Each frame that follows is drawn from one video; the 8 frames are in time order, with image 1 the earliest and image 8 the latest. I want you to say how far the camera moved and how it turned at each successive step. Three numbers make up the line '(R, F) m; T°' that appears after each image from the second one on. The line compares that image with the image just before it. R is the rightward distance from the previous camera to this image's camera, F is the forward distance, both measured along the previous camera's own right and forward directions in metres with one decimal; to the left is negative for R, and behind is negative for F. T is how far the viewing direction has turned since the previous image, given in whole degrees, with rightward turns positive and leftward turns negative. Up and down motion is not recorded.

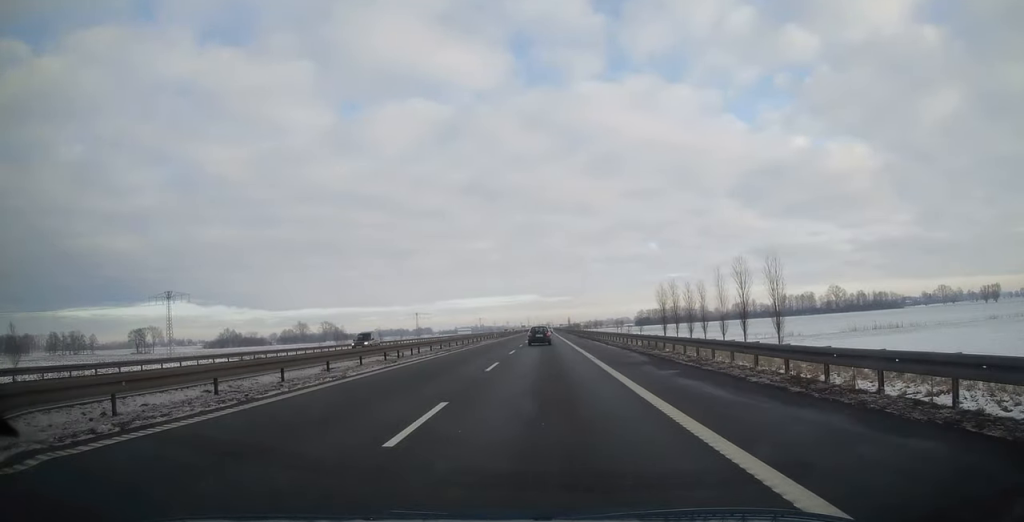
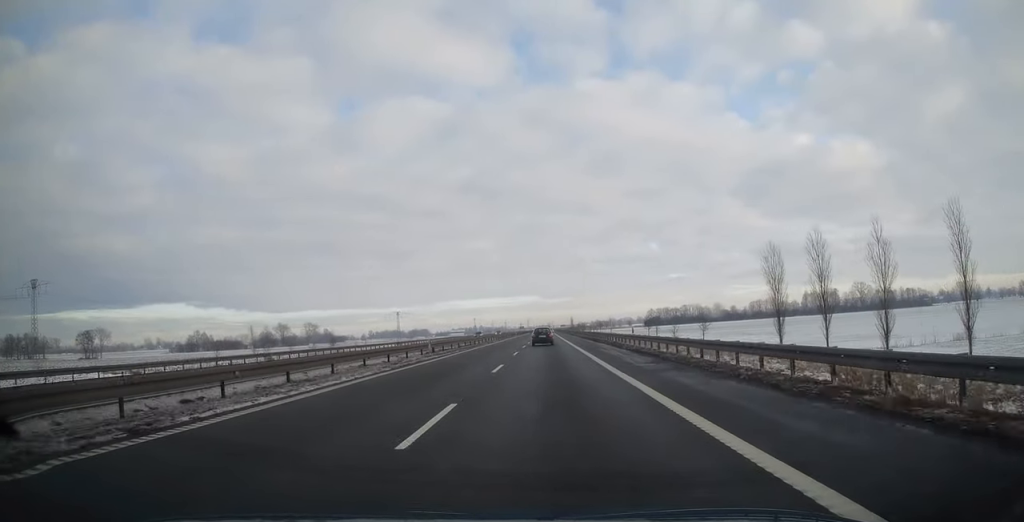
(0.0, +44.8) m; 0°
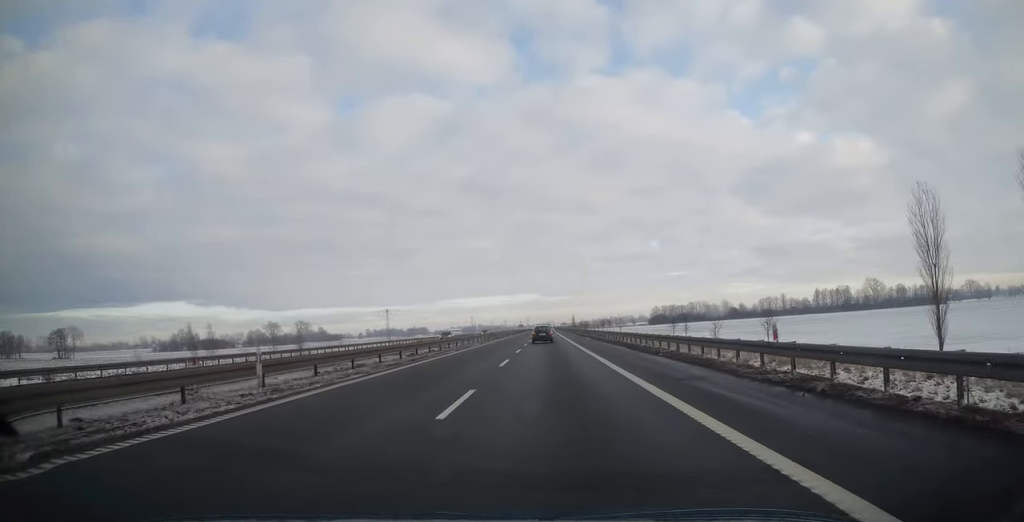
(0.0, +22.6) m; 0°
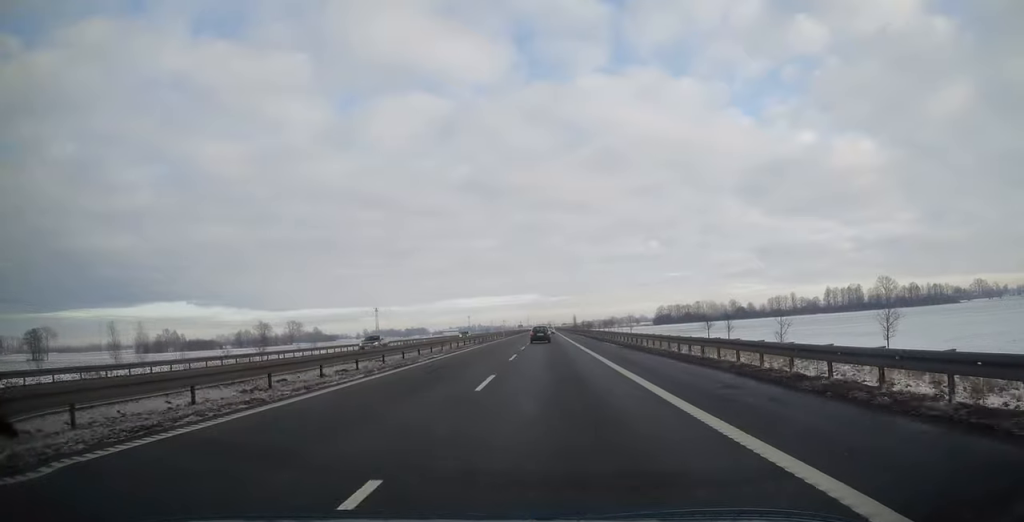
(0.0, +21.7) m; 0°
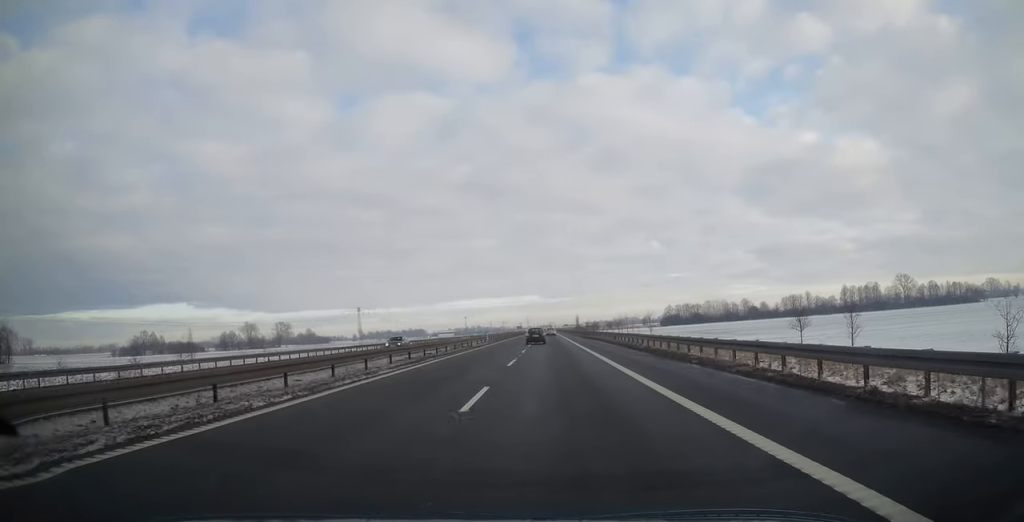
(0.0, +28.5) m; 0°
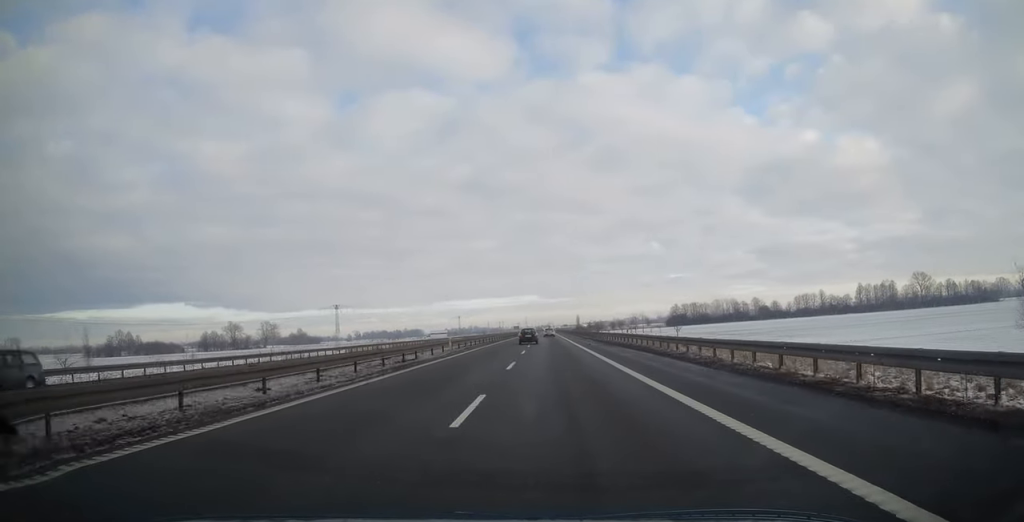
(0.0, +26.0) m; 0°
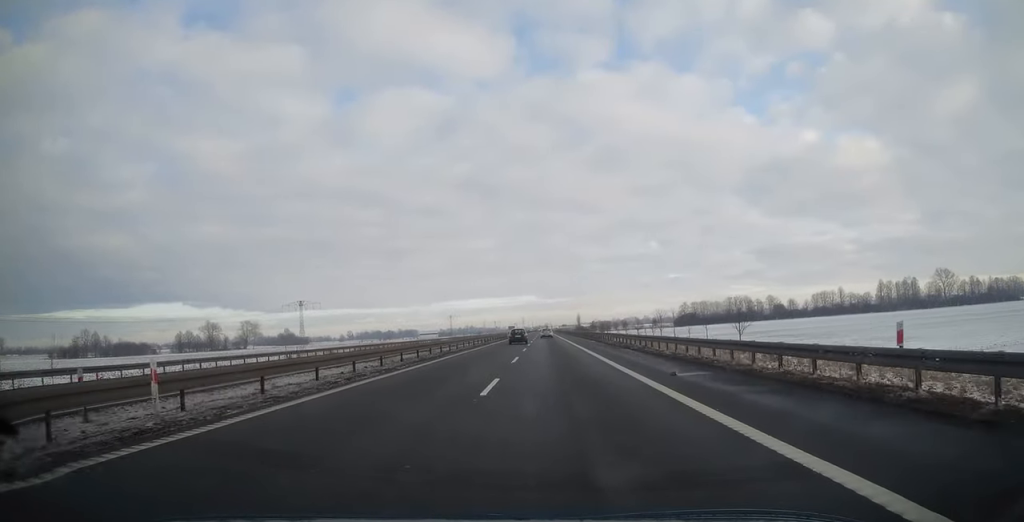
(0.0, +31.5) m; 0°
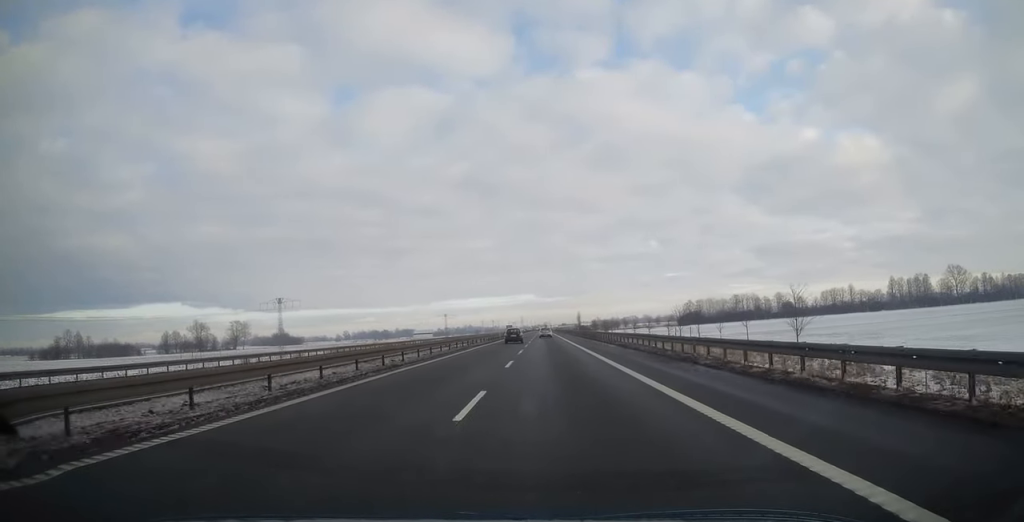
(0.0, +14.8) m; 0°
